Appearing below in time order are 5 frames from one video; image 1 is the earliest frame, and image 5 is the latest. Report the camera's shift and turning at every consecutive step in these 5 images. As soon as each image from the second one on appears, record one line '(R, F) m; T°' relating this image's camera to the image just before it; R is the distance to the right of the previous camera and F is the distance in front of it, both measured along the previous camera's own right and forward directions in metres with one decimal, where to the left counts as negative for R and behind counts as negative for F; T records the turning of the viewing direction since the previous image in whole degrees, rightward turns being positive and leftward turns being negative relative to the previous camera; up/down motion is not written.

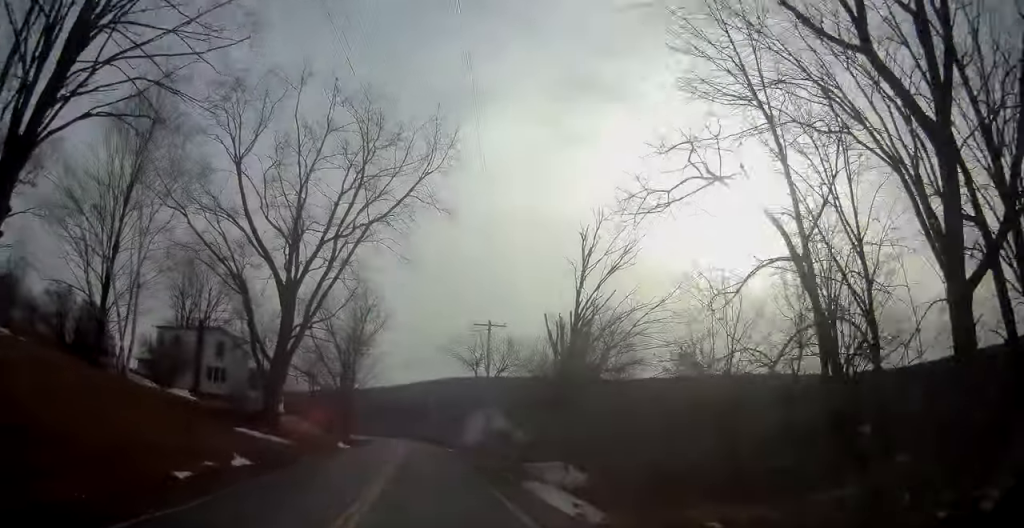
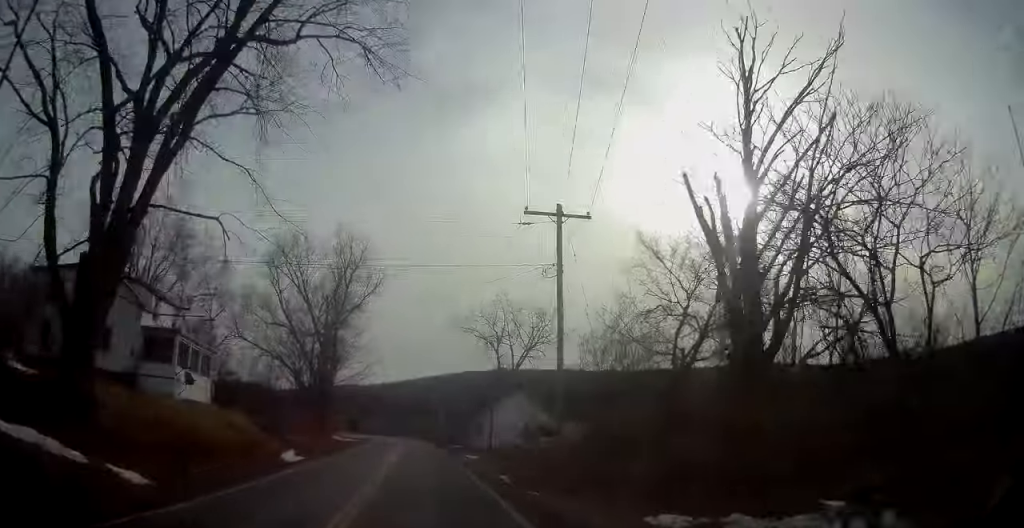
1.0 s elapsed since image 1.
(-0.3, +21.3) m; -1°
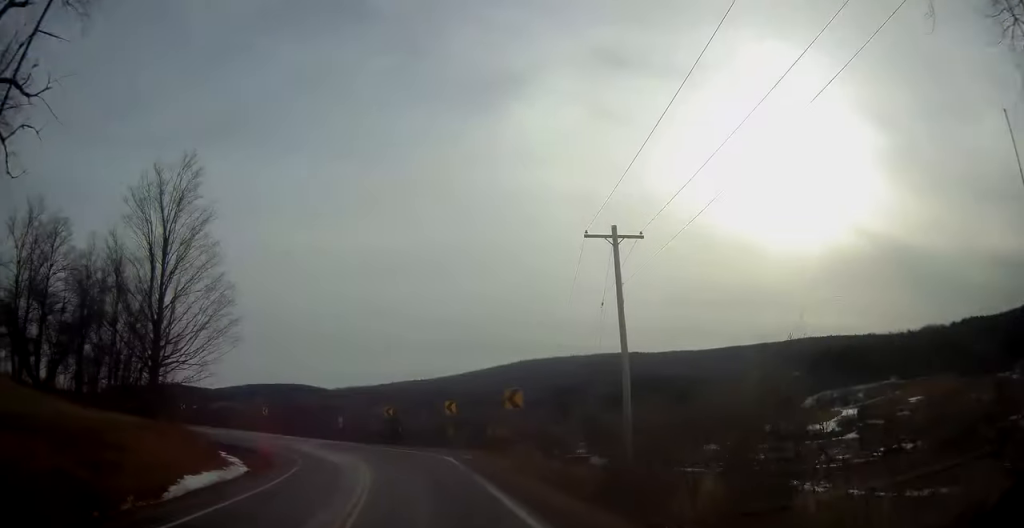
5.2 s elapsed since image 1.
(-2.4, +75.2) m; -7°
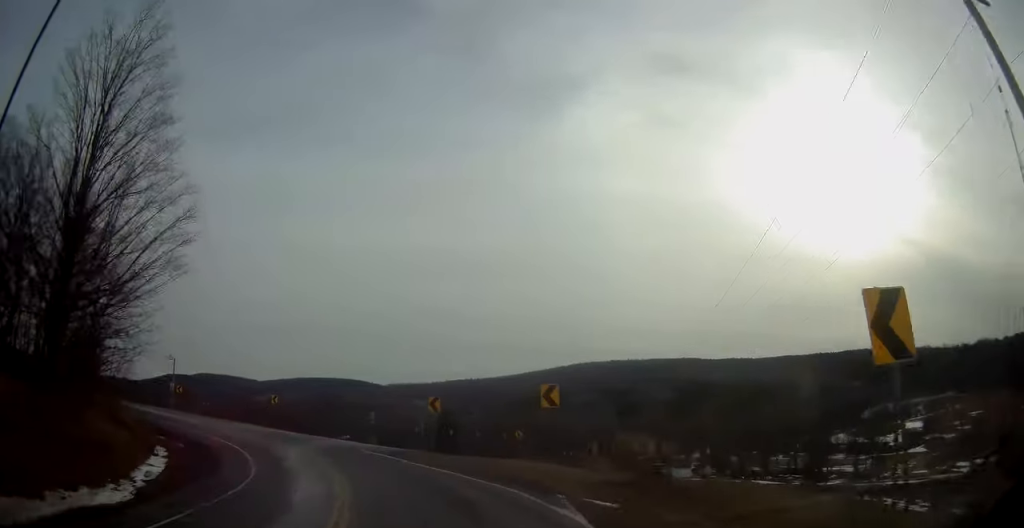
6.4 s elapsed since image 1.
(-0.7, +17.4) m; -6°
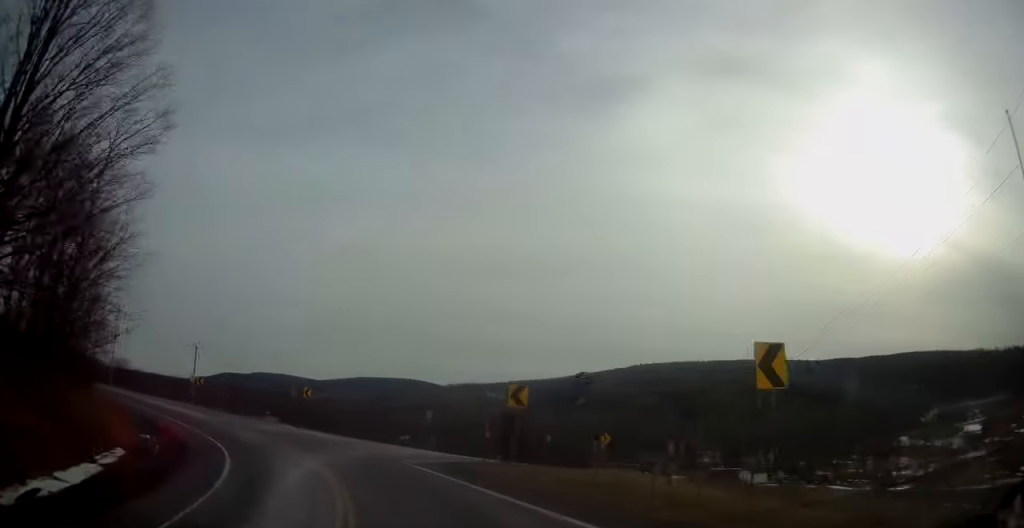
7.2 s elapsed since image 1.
(-0.5, +9.6) m; -5°
